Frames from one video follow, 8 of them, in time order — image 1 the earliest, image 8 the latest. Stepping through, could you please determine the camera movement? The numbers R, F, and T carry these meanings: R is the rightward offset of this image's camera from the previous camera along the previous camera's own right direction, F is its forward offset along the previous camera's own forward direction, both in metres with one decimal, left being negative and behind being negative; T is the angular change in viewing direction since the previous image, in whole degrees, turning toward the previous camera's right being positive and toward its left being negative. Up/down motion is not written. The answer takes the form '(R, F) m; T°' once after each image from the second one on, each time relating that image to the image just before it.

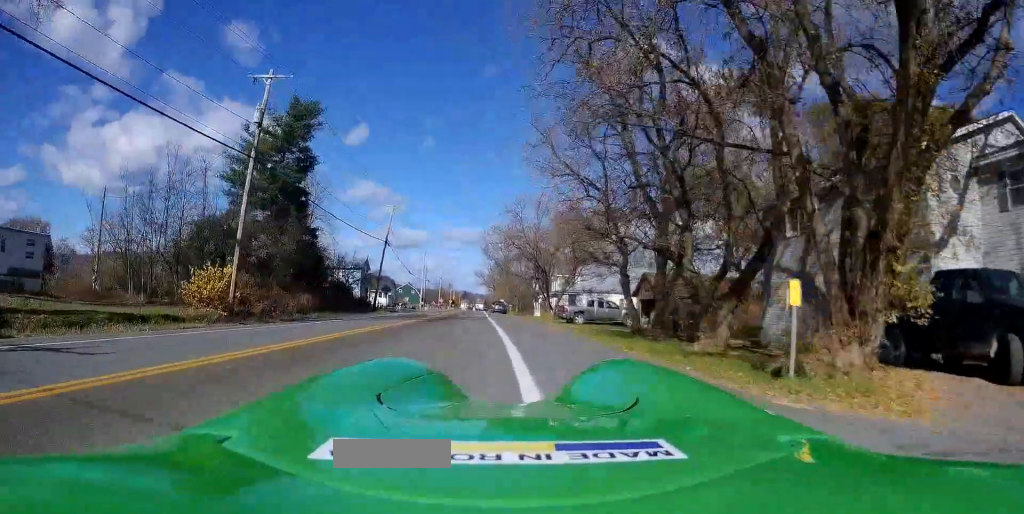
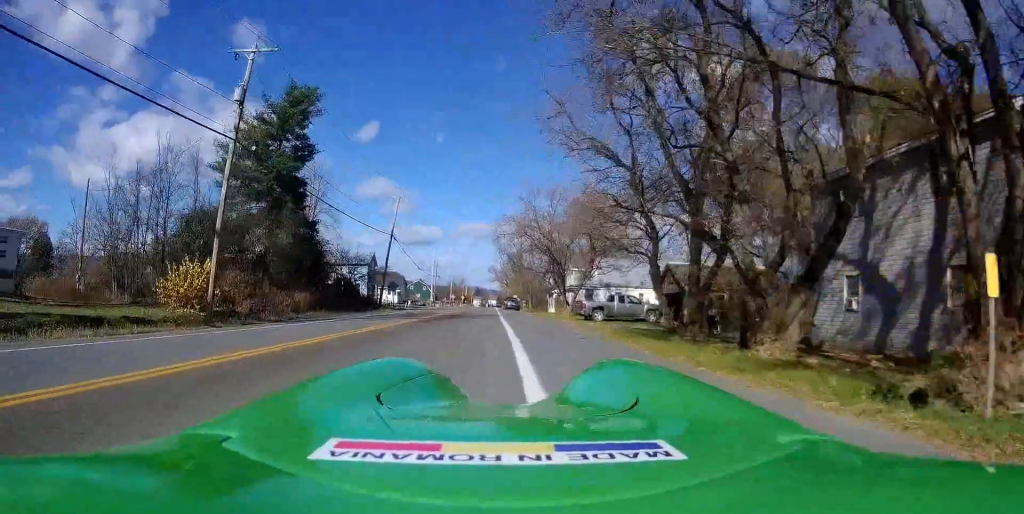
(-0.1, +4.1) m; -2°
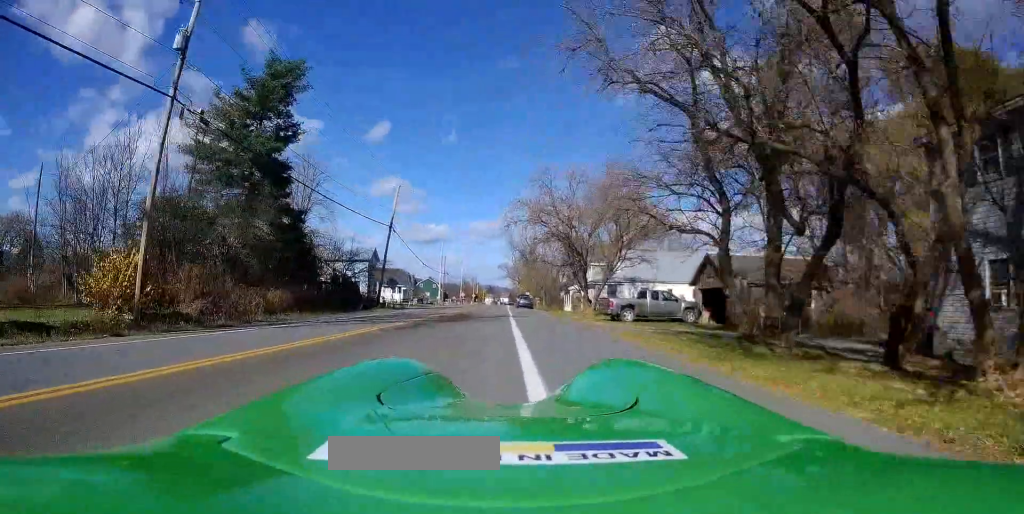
(-0.2, +8.0) m; -3°
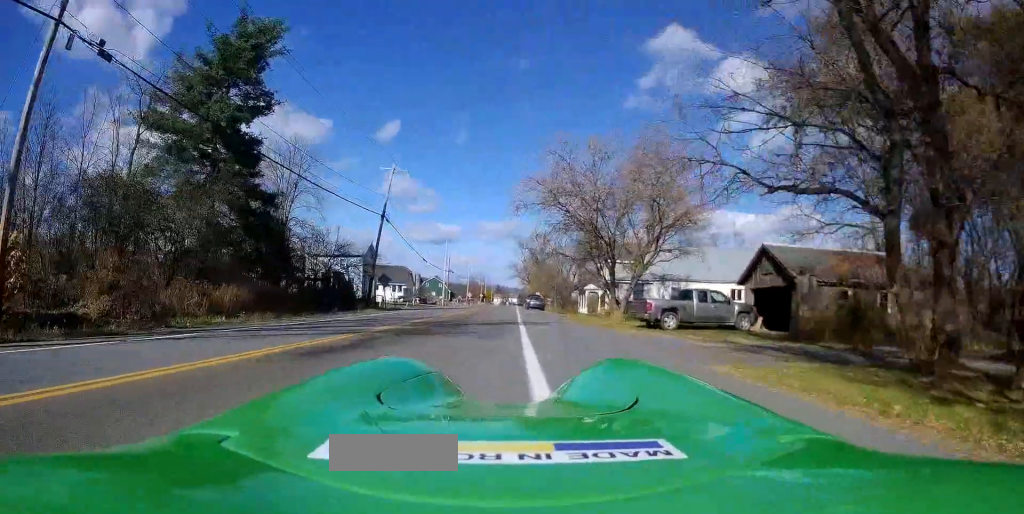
(-0.3, +6.7) m; 0°
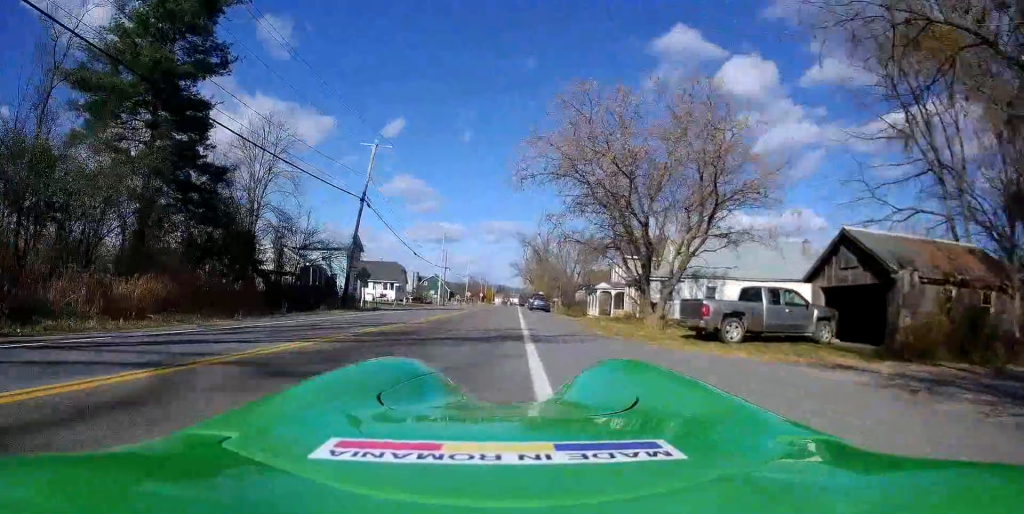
(+0.1, +6.5) m; +3°
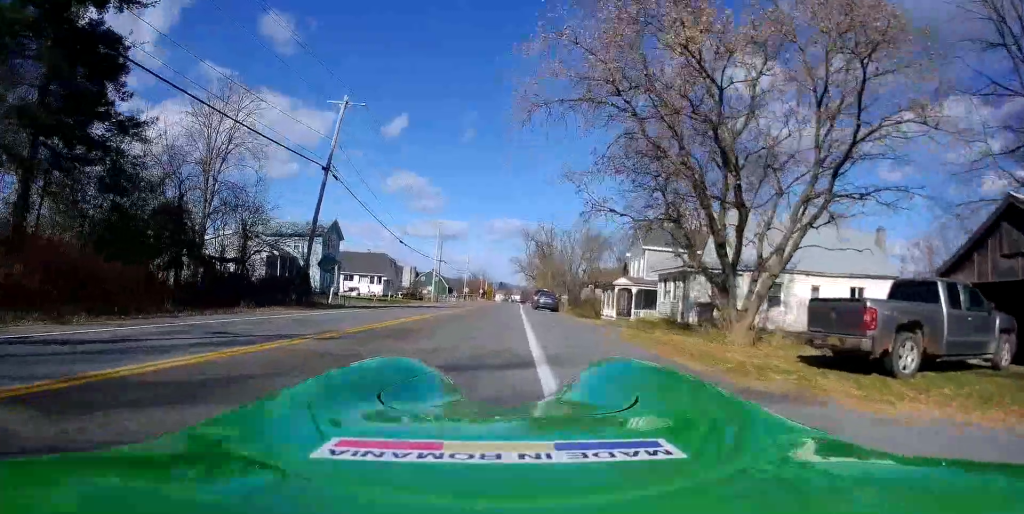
(+0.3, +7.8) m; +1°
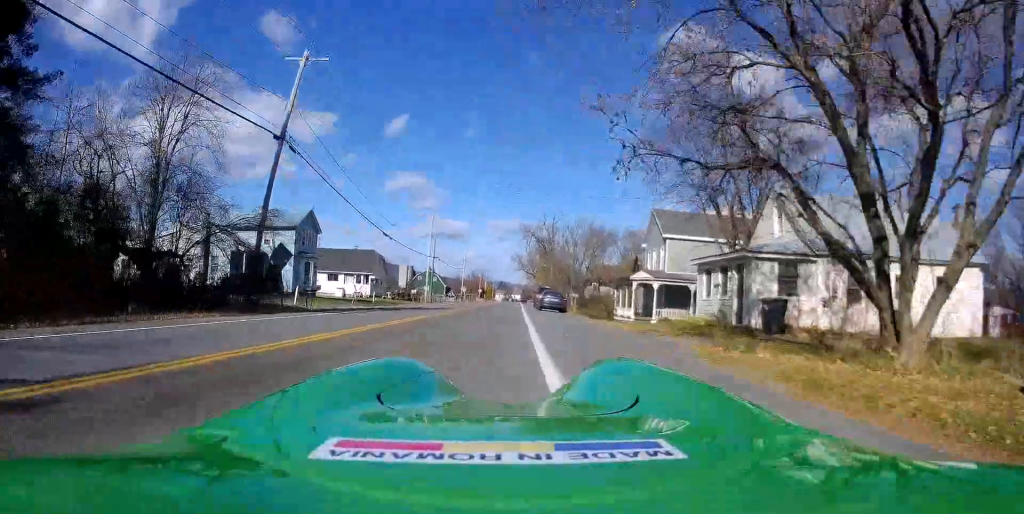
(0.0, +6.1) m; -2°
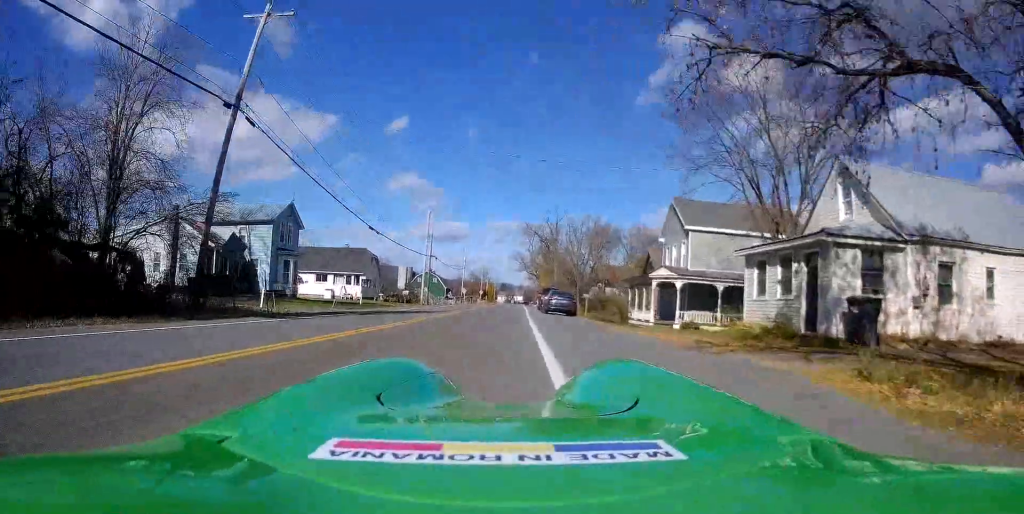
(-0.1, +4.8) m; -3°
